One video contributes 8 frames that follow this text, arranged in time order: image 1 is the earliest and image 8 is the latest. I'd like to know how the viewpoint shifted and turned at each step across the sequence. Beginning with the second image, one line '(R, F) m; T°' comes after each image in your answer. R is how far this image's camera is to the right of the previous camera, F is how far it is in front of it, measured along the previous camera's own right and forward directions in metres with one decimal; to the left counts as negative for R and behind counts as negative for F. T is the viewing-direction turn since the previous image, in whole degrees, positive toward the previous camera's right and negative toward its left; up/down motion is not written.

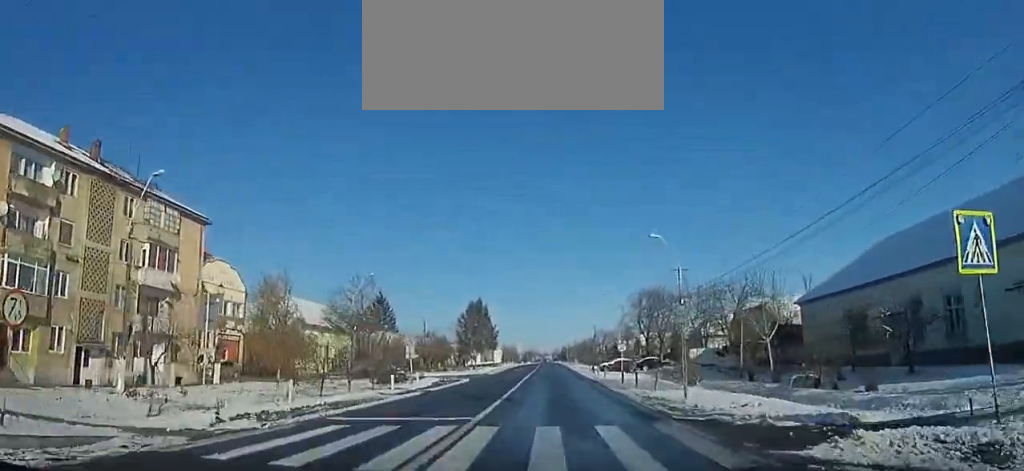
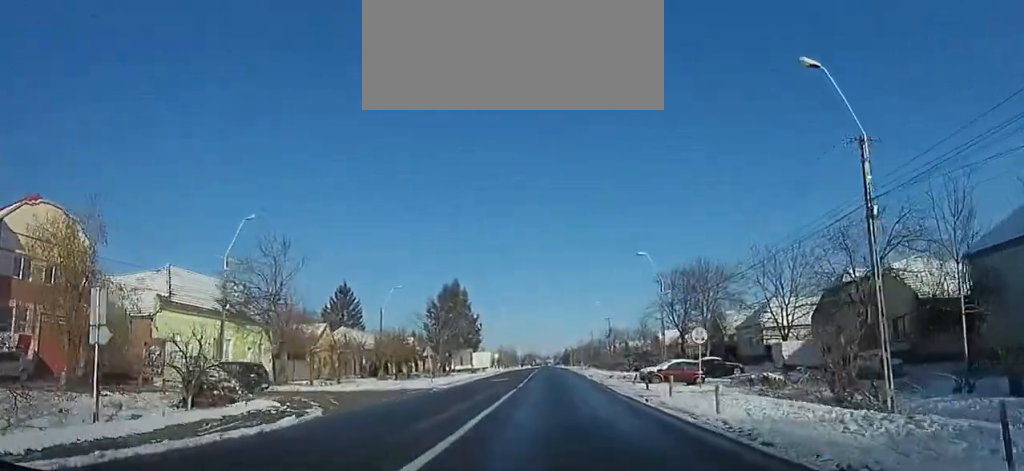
(0.0, +14.0) m; 0°
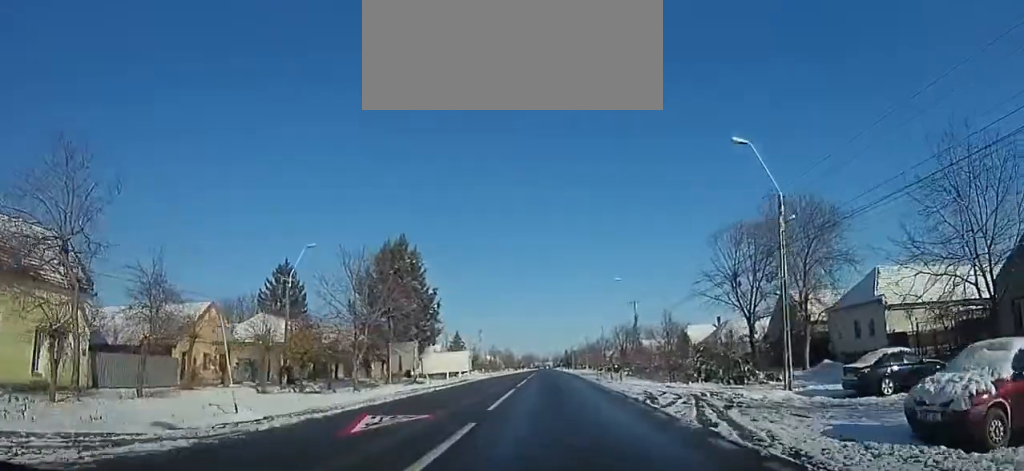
(-0.1, +16.1) m; -1°
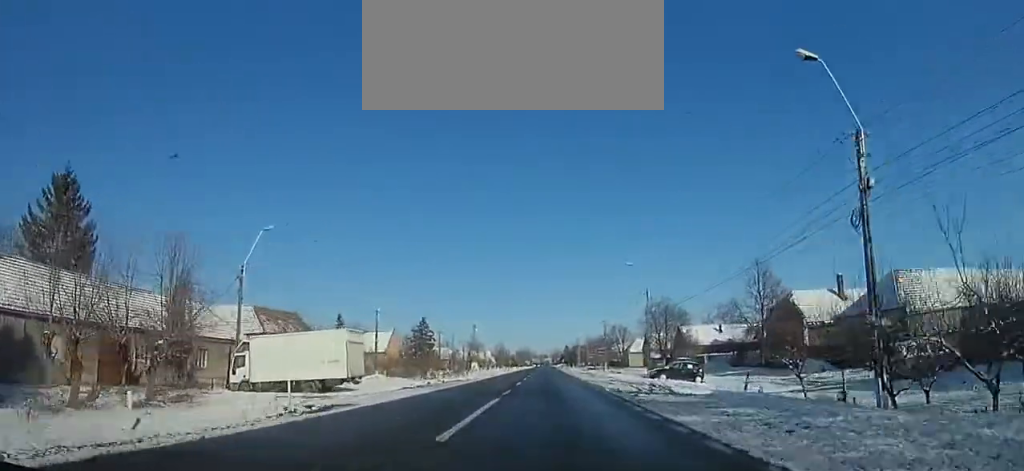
(-0.3, +38.0) m; 0°
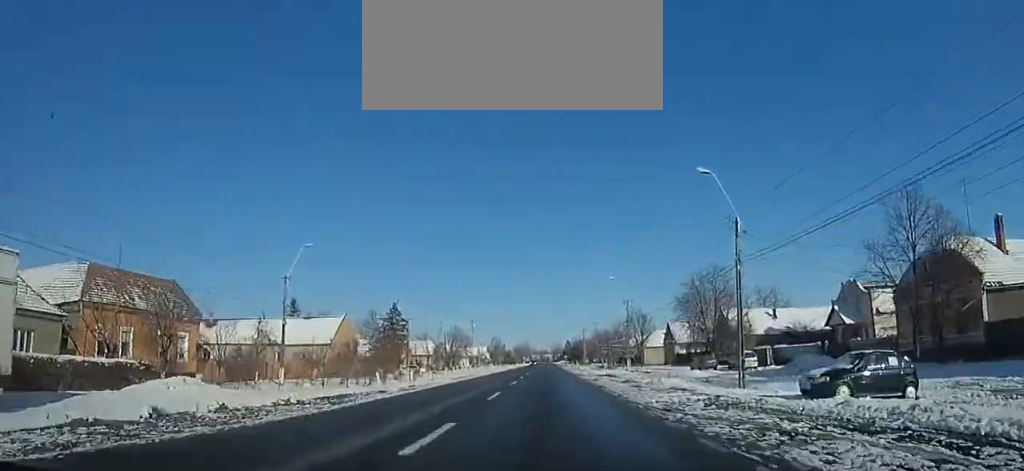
(0.0, +25.8) m; 0°
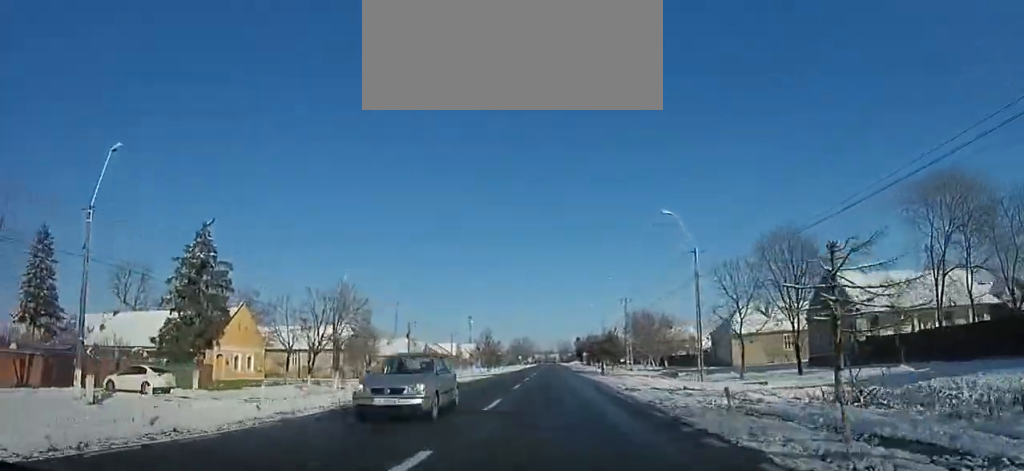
(+0.1, +78.2) m; 0°
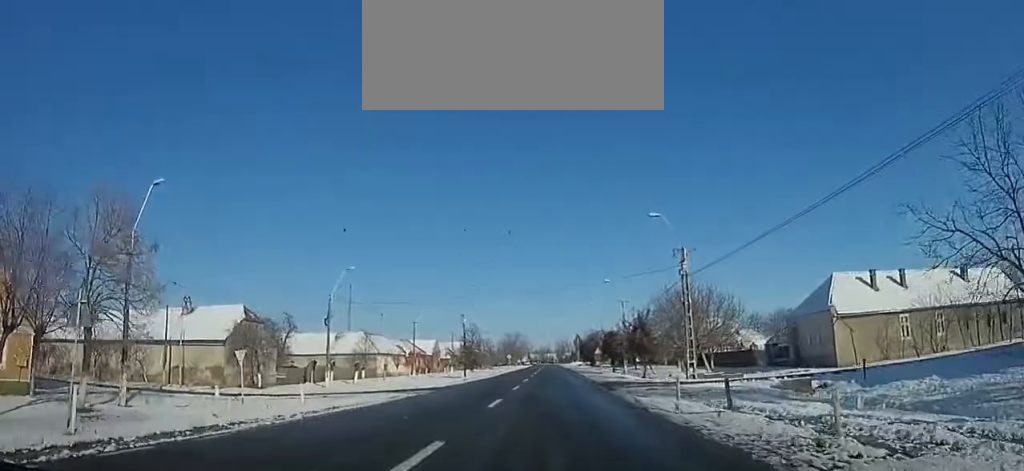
(0.0, +42.1) m; 0°
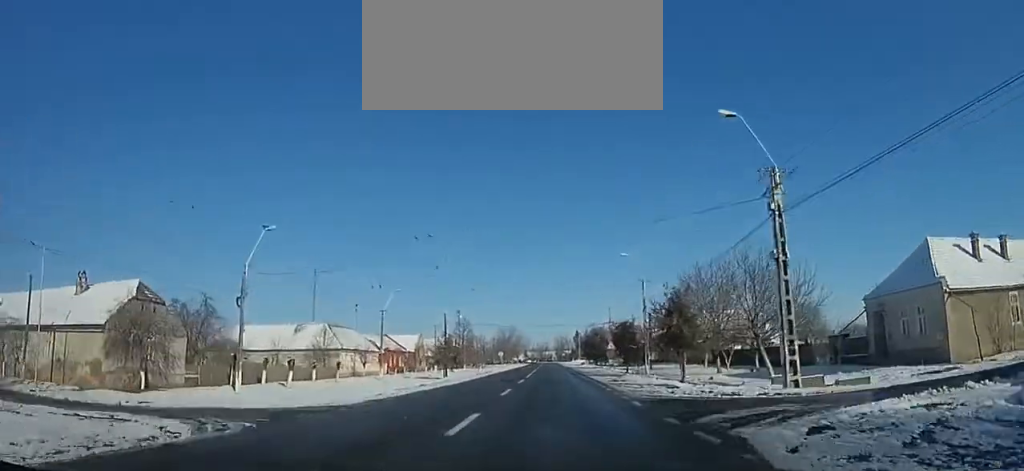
(0.0, +24.4) m; 0°
